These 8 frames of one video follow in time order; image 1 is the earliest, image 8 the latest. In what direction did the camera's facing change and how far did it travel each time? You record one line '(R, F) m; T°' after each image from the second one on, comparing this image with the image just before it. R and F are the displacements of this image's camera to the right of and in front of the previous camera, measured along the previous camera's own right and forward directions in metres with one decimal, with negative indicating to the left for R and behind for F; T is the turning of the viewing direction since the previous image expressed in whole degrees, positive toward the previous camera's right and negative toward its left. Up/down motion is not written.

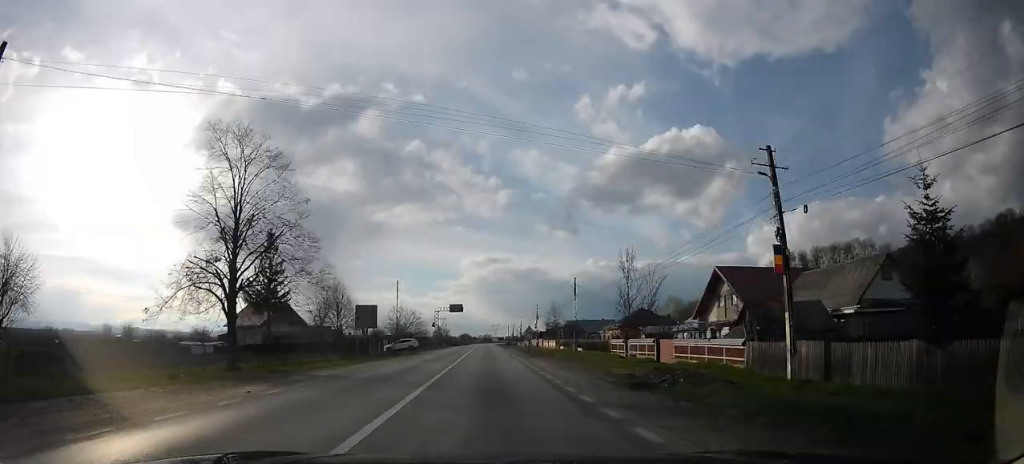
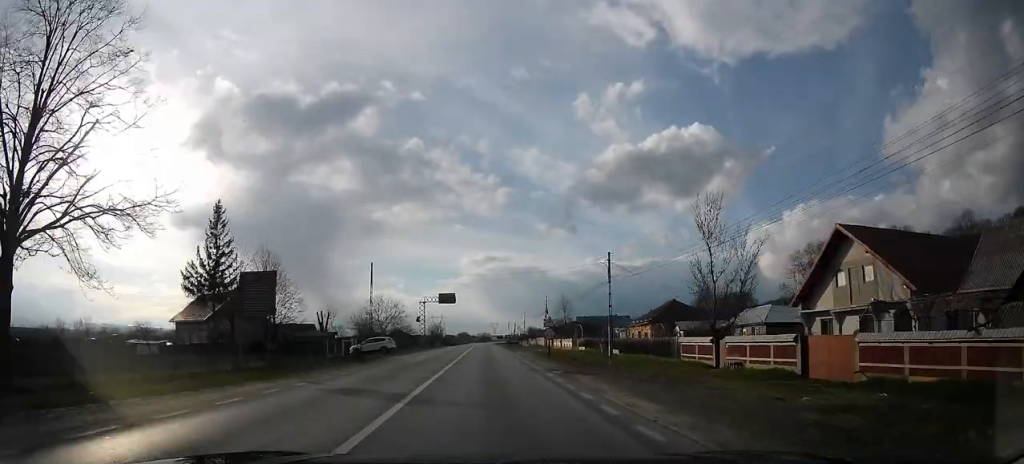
(0.0, +16.1) m; 0°
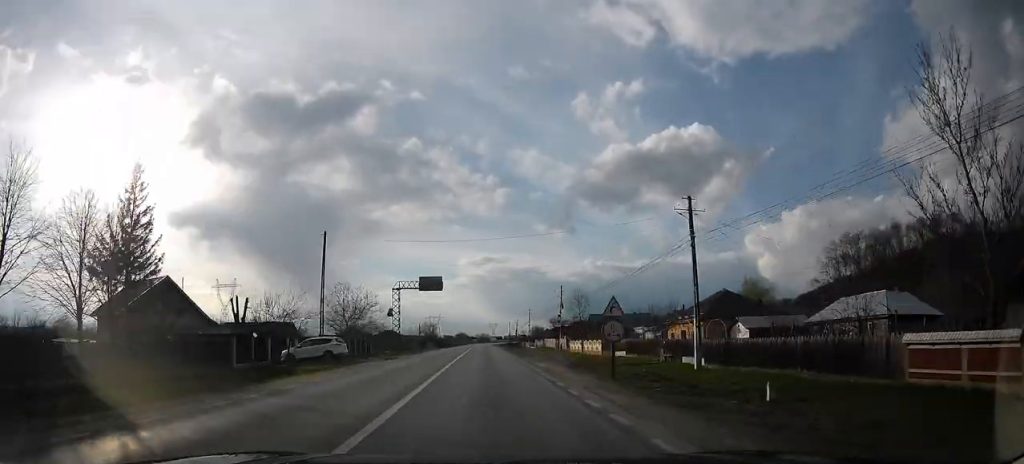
(0.0, +16.7) m; 0°
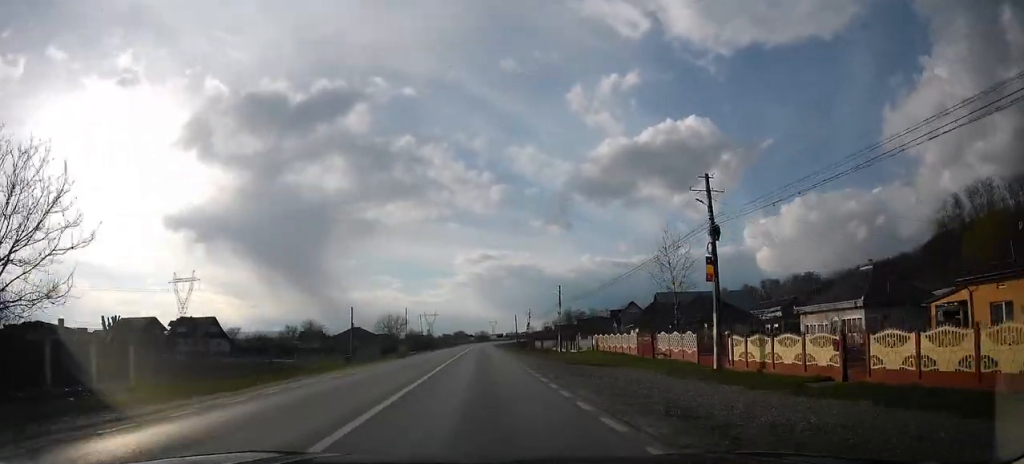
(+0.2, +42.6) m; 0°
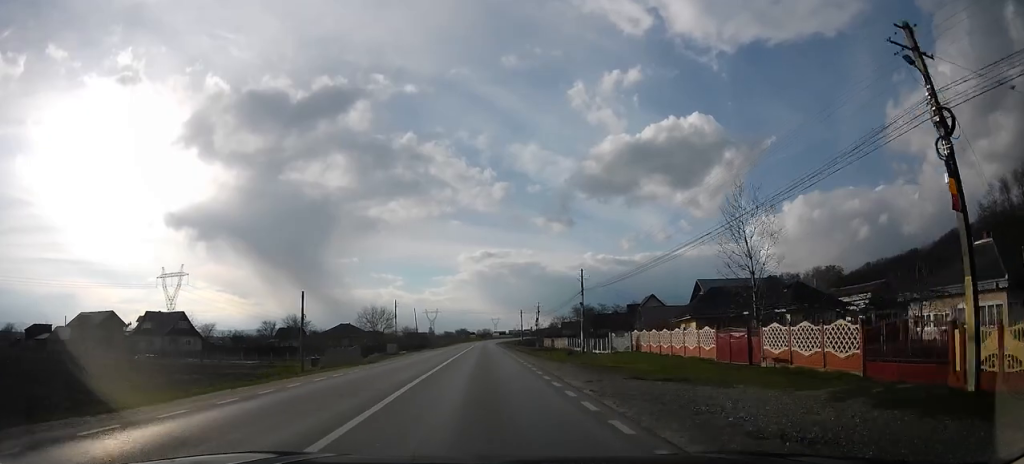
(0.0, +12.4) m; -1°
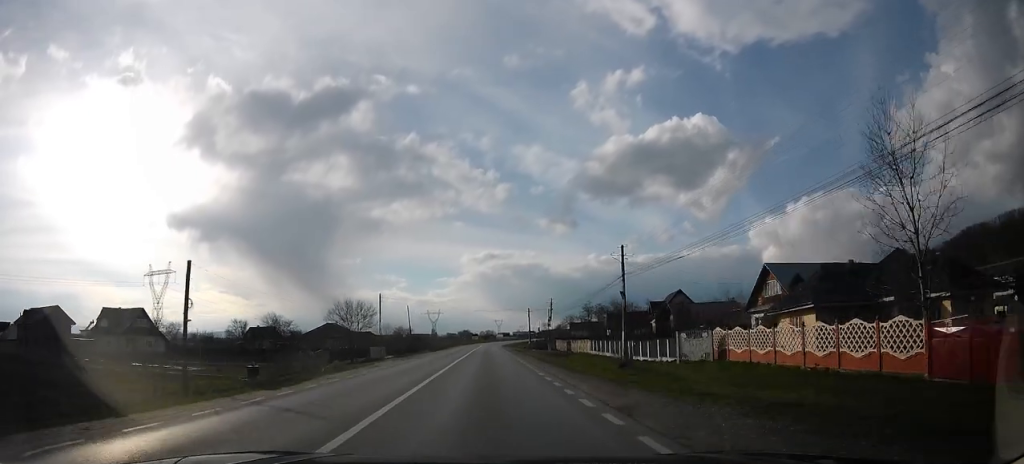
(-0.2, +13.2) m; 0°
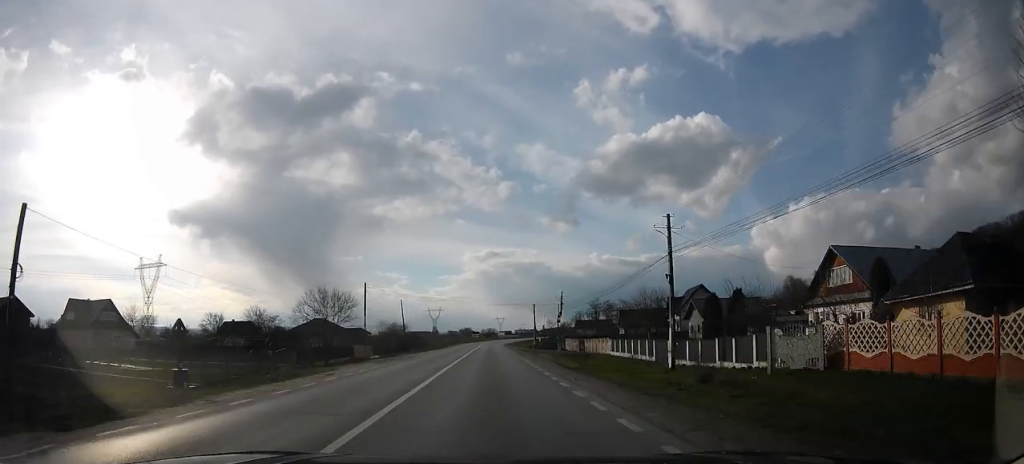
(-0.1, +8.6) m; 0°
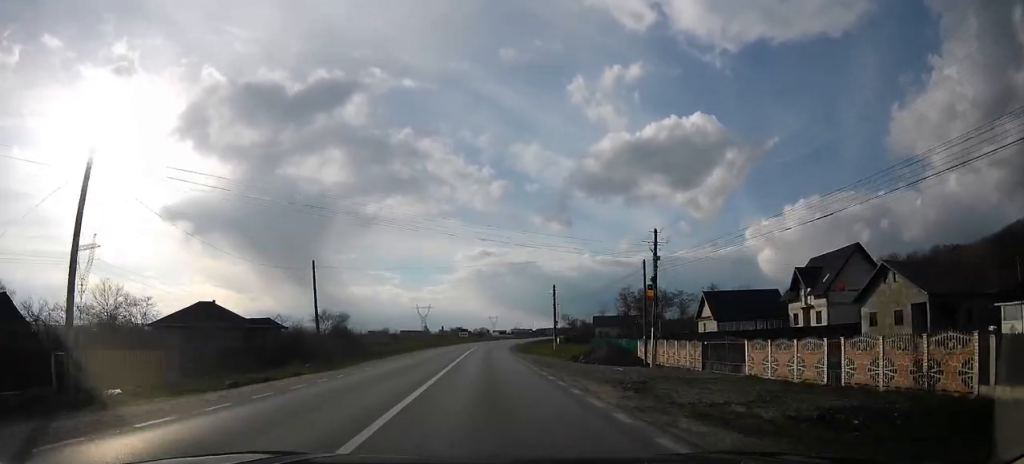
(+0.2, +39.6) m; 0°
